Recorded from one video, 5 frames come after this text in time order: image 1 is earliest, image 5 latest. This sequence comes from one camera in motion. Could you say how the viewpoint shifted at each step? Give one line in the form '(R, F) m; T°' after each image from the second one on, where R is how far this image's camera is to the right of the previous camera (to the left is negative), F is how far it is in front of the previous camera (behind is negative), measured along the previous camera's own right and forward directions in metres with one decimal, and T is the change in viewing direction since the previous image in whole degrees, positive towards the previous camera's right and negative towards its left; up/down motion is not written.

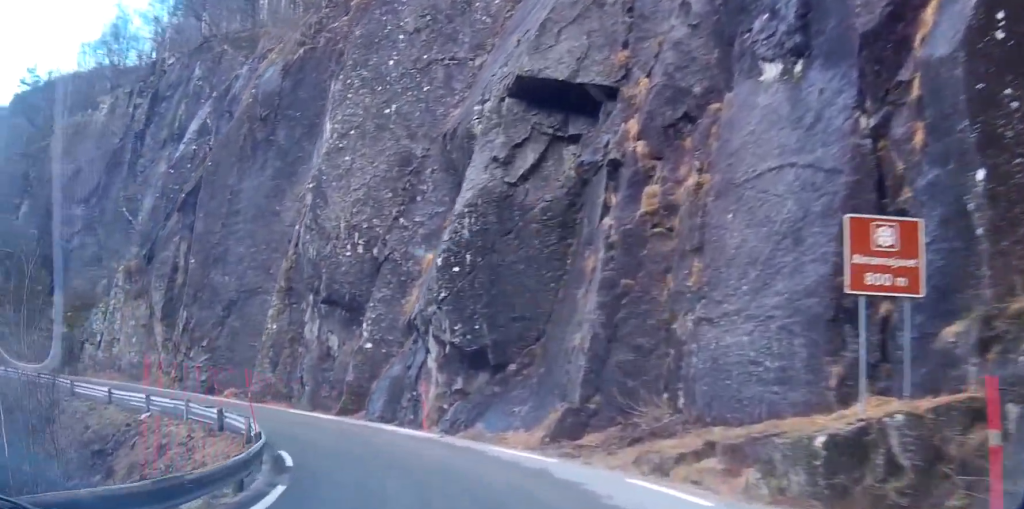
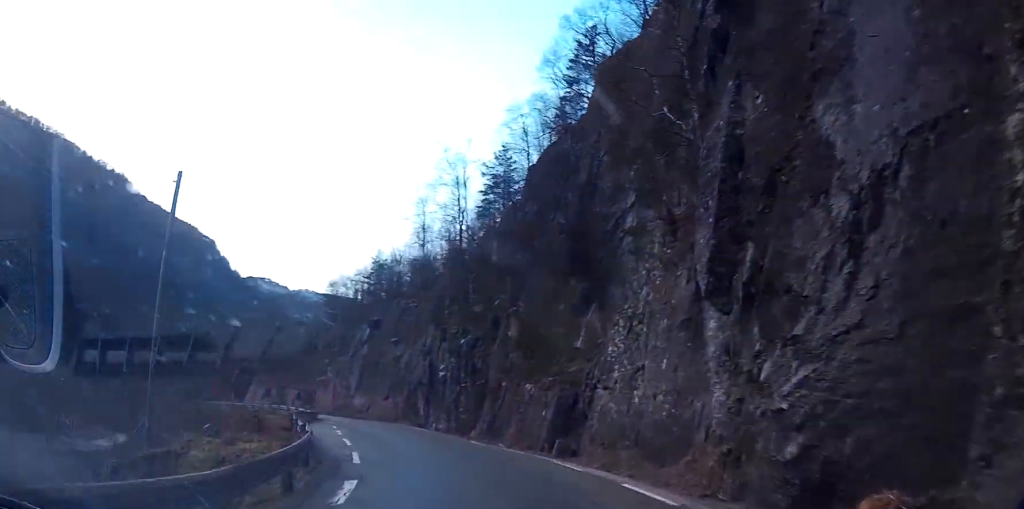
(-12.1, +25.4) m; -47°
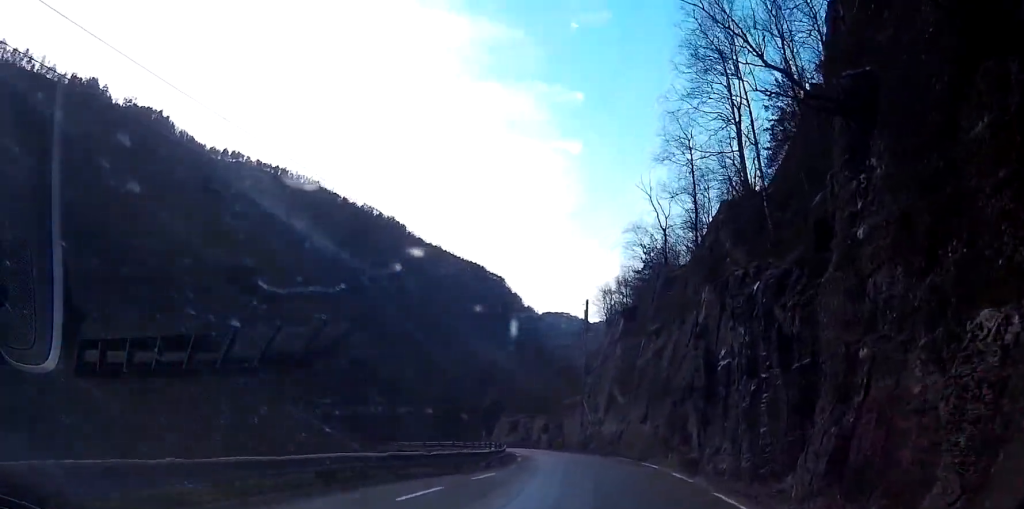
(-7.5, +19.2) m; -38°
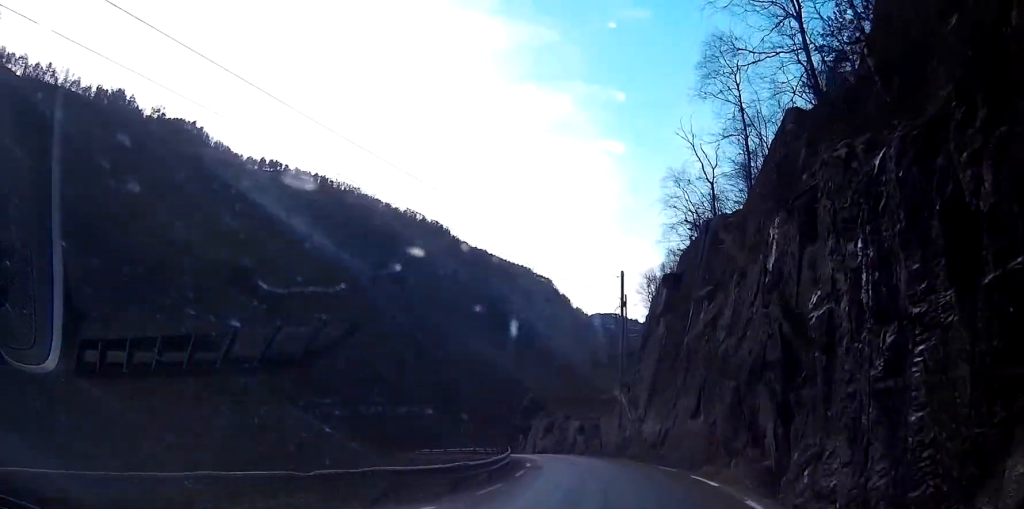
(-0.4, +8.8) m; +4°
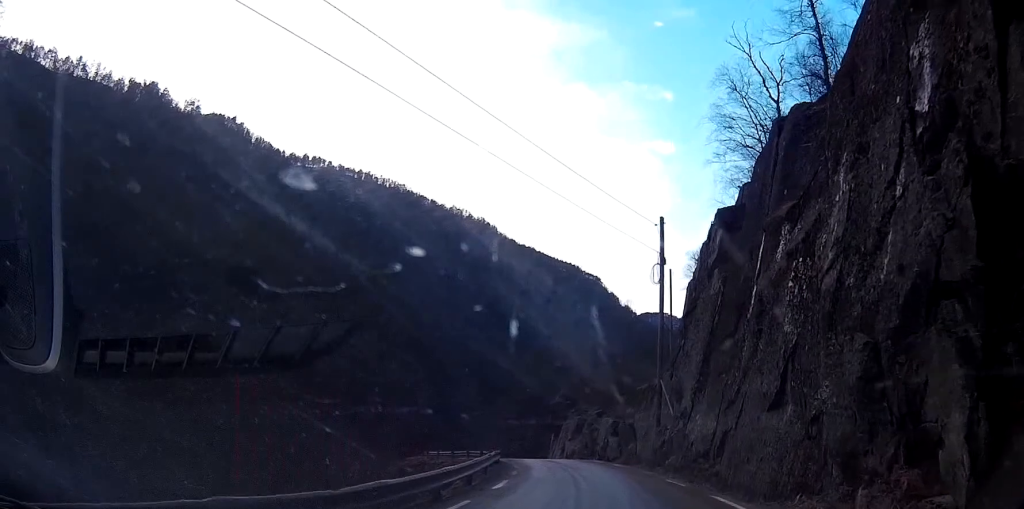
(+1.1, +9.9) m; +3°
